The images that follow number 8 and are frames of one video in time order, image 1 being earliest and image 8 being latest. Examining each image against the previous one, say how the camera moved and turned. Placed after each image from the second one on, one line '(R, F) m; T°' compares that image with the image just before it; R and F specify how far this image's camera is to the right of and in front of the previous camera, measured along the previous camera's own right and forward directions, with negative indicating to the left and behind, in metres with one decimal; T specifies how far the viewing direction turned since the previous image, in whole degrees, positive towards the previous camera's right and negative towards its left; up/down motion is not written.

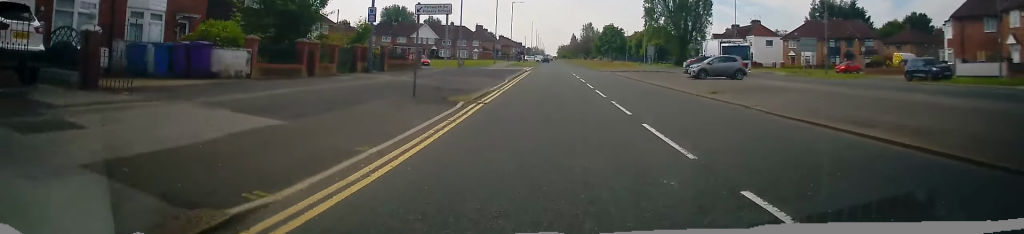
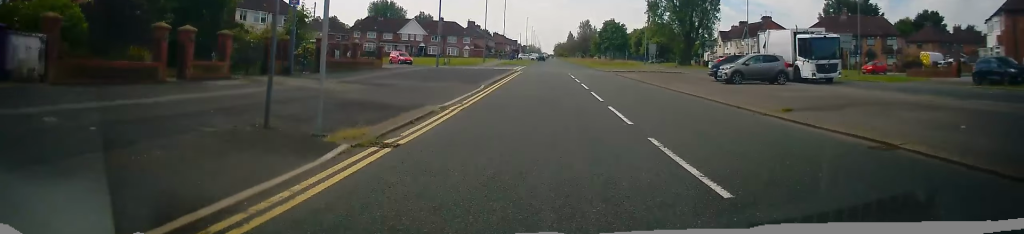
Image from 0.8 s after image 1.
(0.0, +8.0) m; +1°
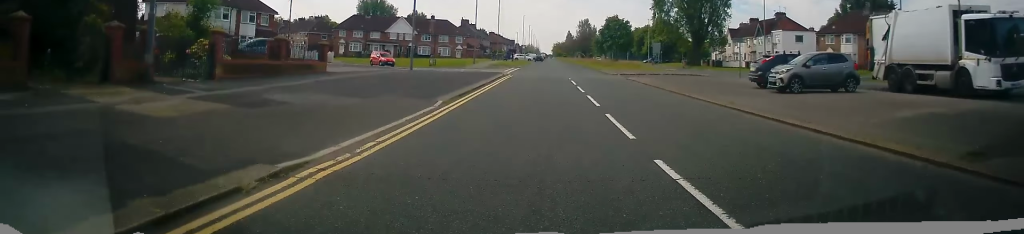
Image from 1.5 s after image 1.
(+0.1, +7.6) m; 0°
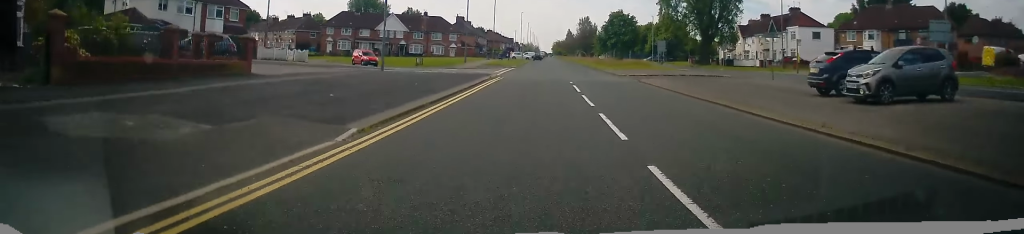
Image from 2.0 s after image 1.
(+0.1, +6.4) m; 0°
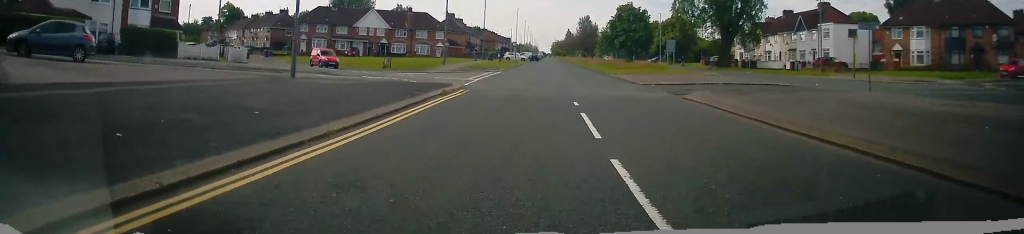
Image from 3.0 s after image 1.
(-0.3, +11.2) m; -1°
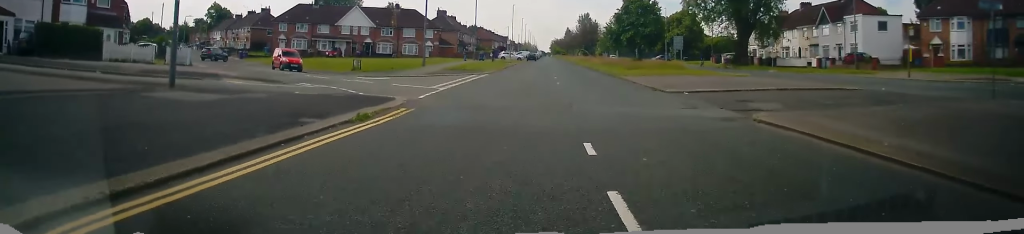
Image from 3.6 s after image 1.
(+0.1, +7.7) m; +1°
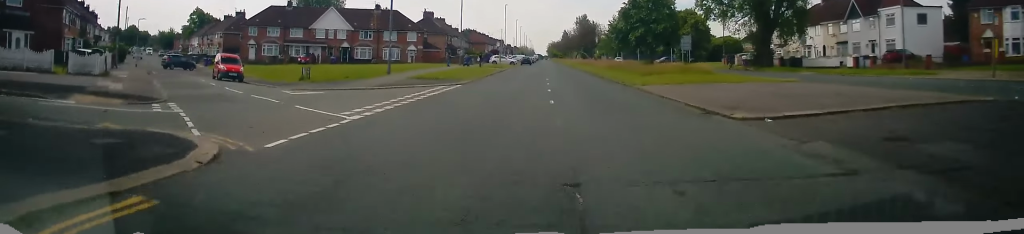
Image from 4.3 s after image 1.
(+0.1, +8.6) m; 0°
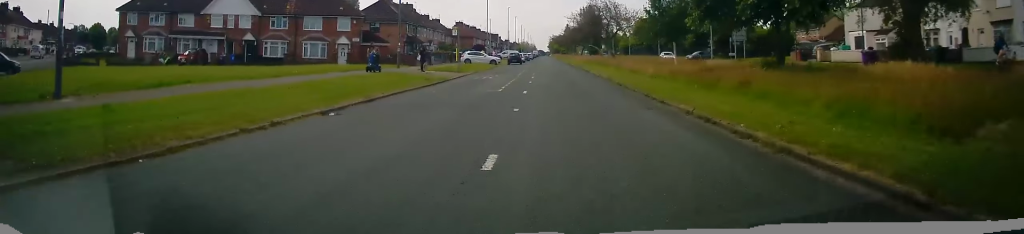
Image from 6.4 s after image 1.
(-0.2, +27.6) m; 0°
